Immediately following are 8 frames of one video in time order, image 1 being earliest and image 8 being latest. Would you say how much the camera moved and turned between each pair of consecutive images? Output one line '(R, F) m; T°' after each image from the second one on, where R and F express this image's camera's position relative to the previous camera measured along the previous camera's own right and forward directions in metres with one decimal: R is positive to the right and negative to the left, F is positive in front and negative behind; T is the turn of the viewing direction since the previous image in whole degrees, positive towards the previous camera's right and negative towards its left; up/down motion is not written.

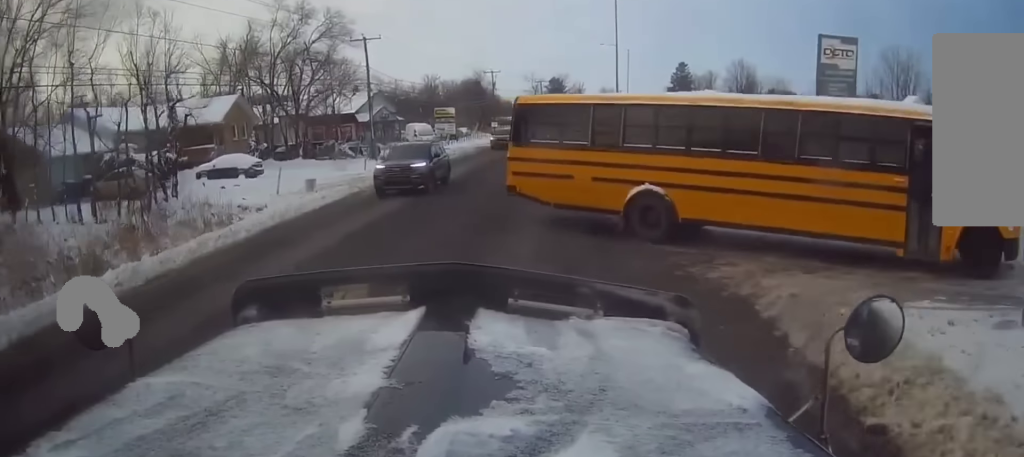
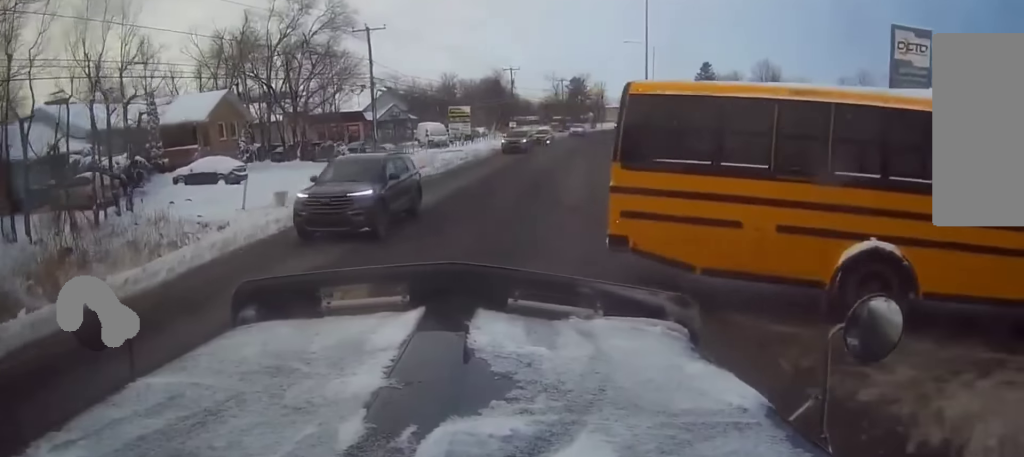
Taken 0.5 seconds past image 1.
(0.0, +4.3) m; 0°
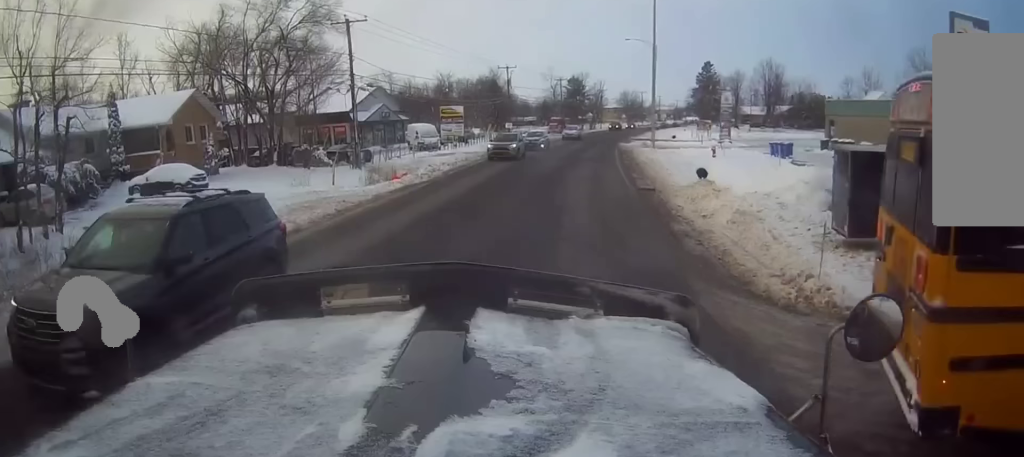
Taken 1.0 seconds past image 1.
(0.0, +2.8) m; -1°
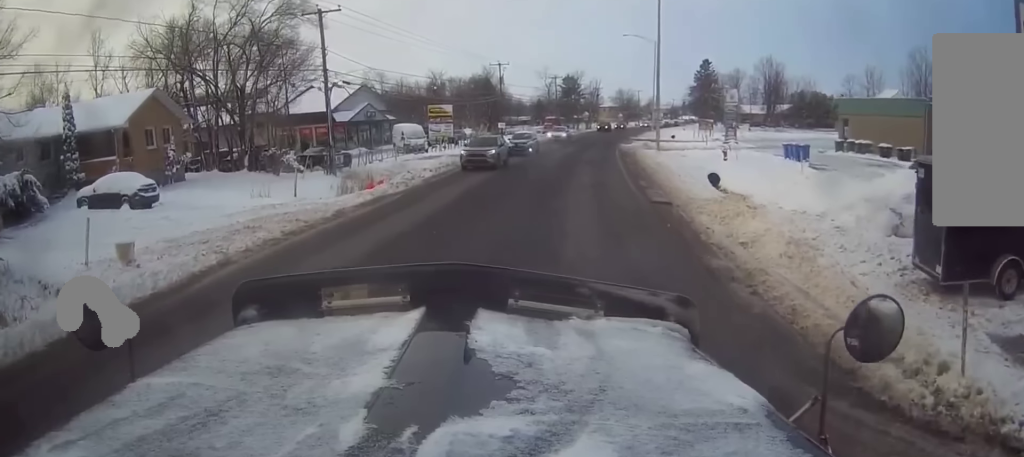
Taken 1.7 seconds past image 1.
(0.0, +3.3) m; -1°
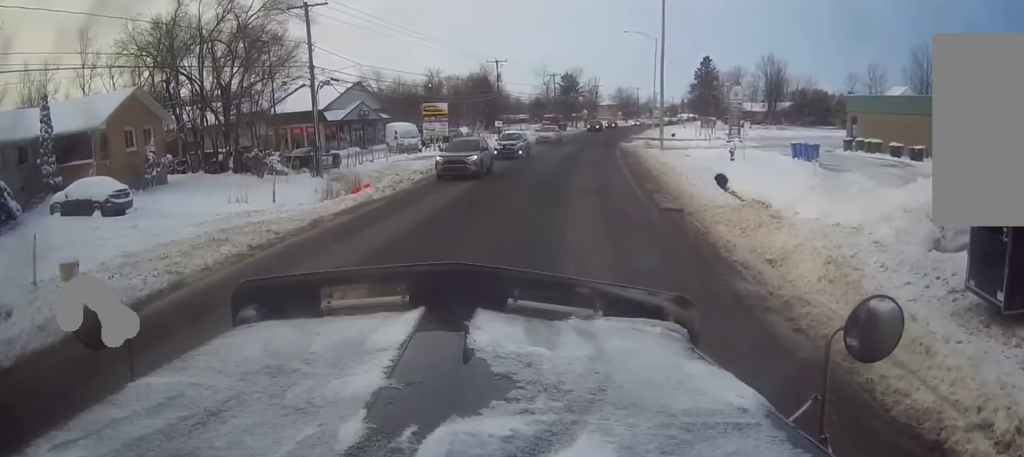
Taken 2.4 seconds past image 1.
(-0.1, +1.5) m; 0°
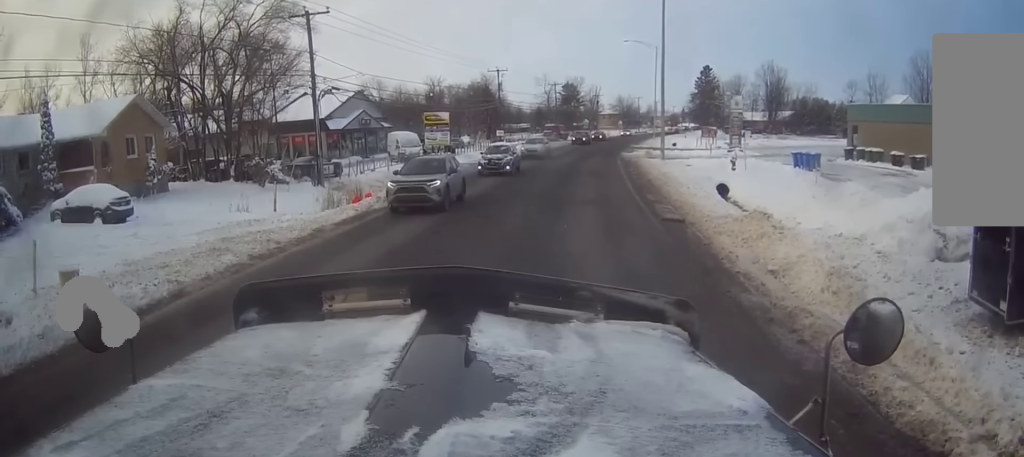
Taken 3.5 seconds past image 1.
(0.0, +0.5) m; 0°
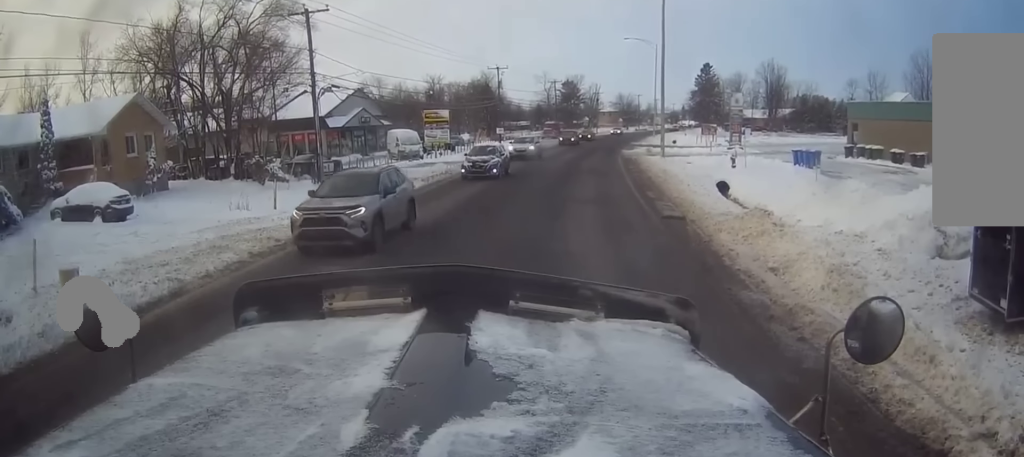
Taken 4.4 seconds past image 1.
(0.0, 0.0) m; 0°
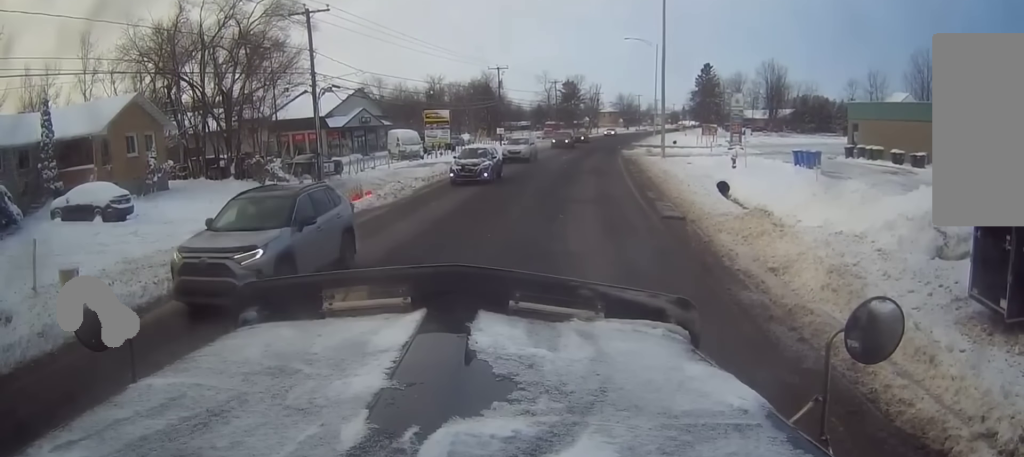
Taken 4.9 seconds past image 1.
(0.0, 0.0) m; 0°
